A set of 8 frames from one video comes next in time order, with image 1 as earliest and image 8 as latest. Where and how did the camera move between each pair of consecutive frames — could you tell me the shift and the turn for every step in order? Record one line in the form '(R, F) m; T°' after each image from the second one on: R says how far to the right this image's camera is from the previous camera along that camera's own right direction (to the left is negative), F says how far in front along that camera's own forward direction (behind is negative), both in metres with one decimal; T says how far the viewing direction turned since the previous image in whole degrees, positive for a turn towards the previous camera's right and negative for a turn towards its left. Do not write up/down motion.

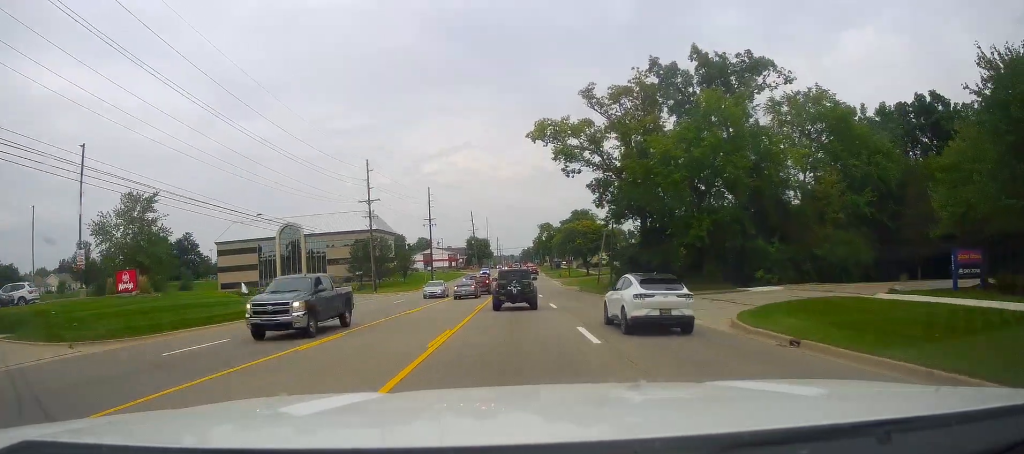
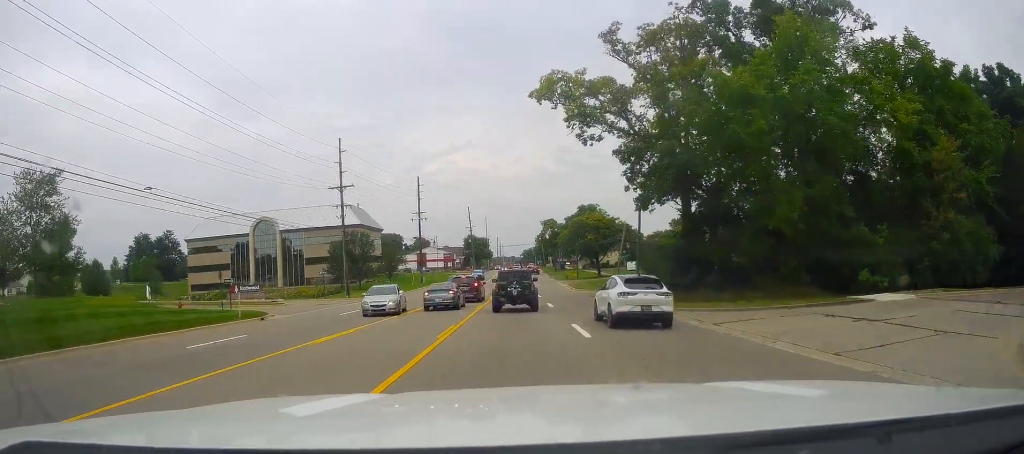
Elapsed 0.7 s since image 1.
(-0.1, +14.2) m; 0°
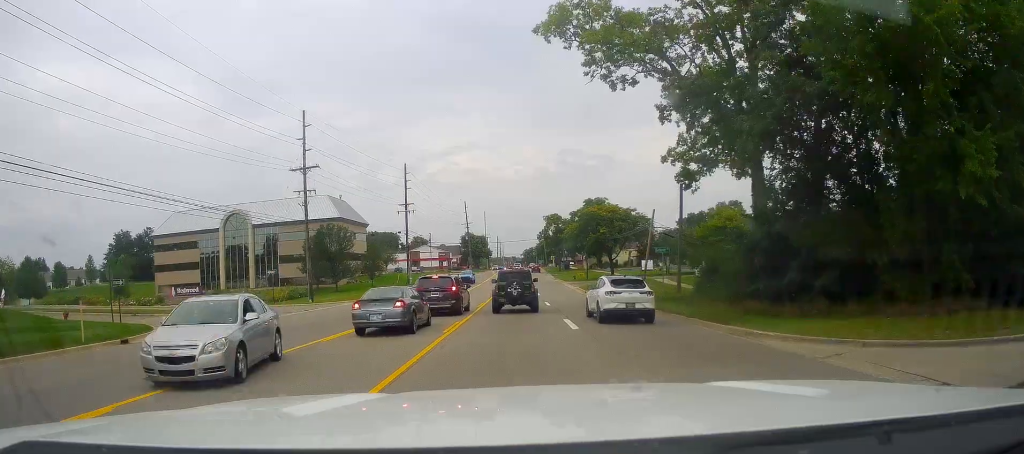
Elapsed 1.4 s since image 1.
(+0.2, +13.5) m; +1°
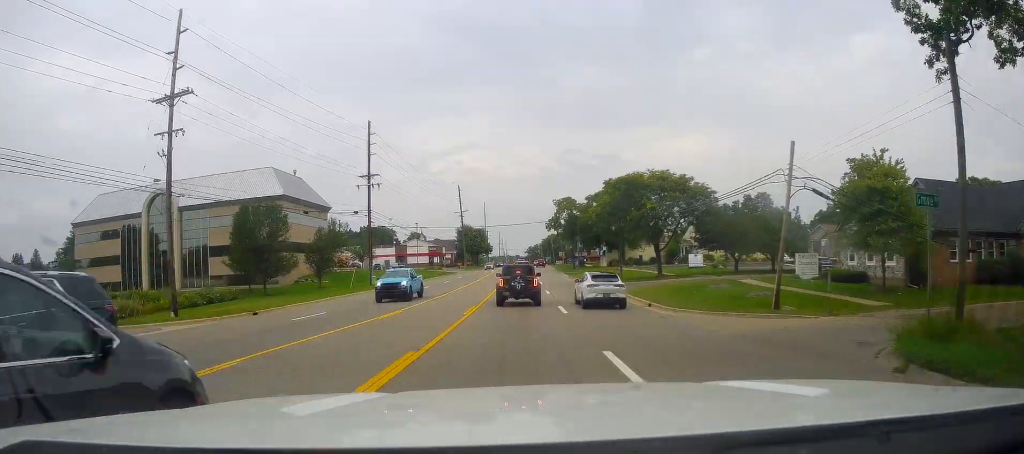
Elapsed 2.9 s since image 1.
(-0.6, +26.9) m; -3°
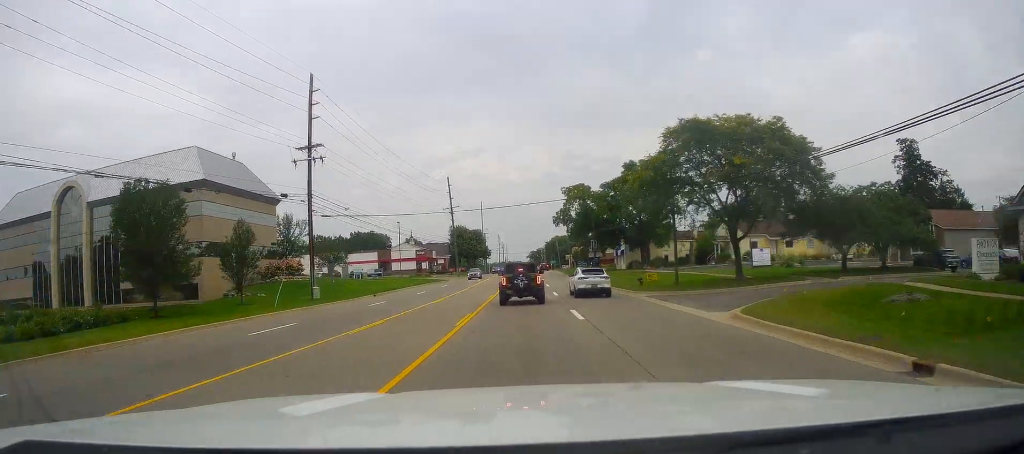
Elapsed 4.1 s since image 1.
(0.0, +21.3) m; 0°
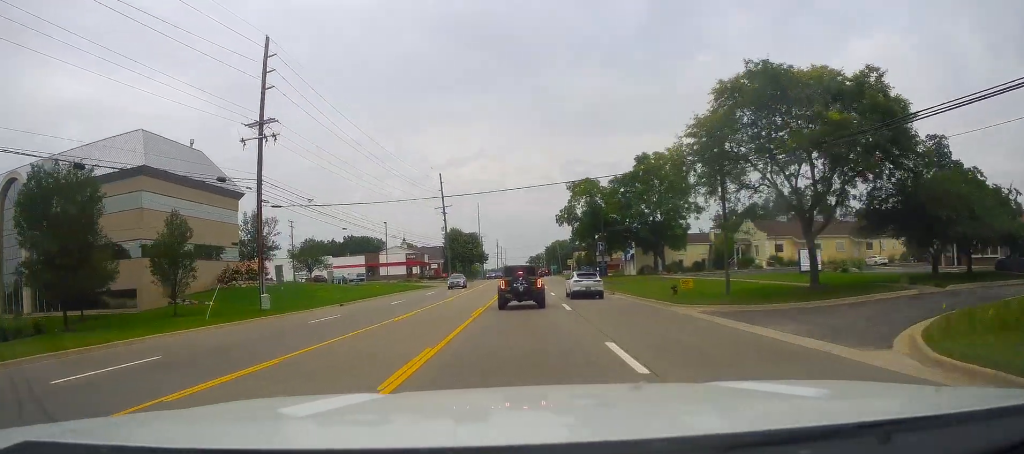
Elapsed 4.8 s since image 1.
(+0.1, +10.4) m; 0°
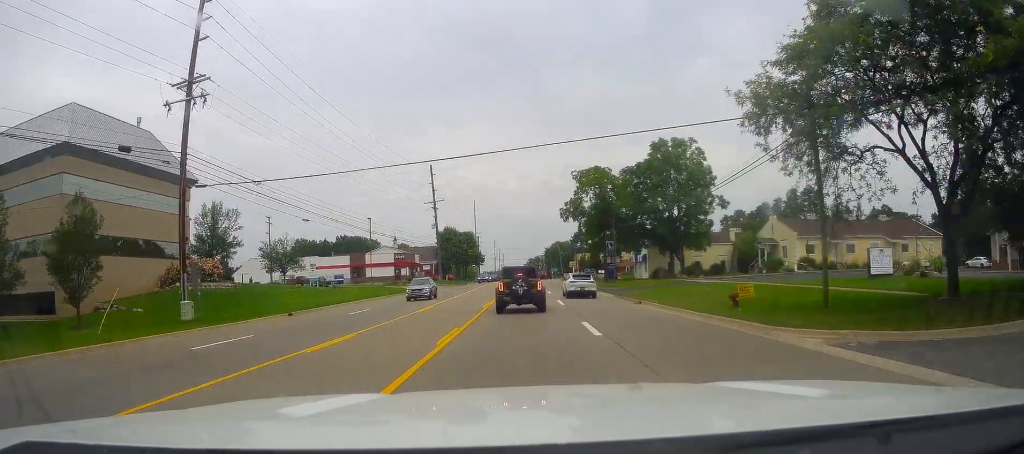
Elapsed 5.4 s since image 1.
(-0.5, +10.6) m; -1°
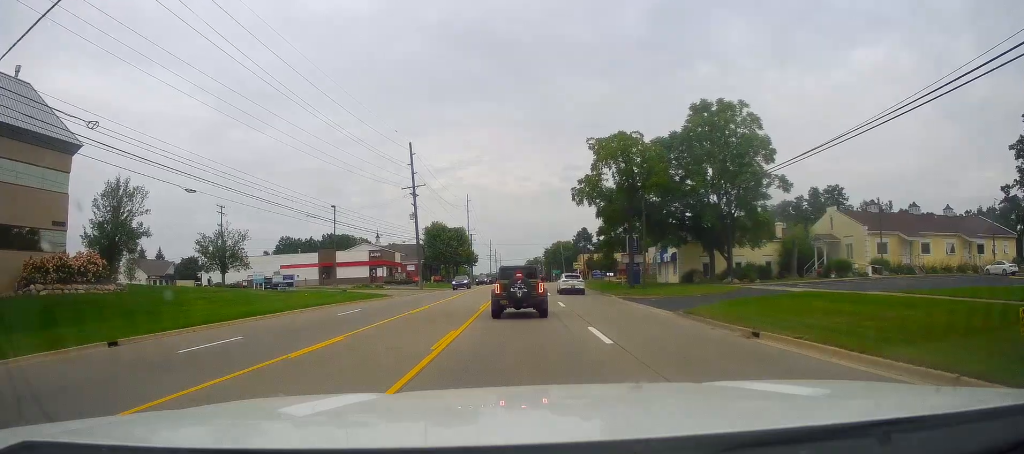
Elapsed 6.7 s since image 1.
(+0.5, +19.0) m; +3°
